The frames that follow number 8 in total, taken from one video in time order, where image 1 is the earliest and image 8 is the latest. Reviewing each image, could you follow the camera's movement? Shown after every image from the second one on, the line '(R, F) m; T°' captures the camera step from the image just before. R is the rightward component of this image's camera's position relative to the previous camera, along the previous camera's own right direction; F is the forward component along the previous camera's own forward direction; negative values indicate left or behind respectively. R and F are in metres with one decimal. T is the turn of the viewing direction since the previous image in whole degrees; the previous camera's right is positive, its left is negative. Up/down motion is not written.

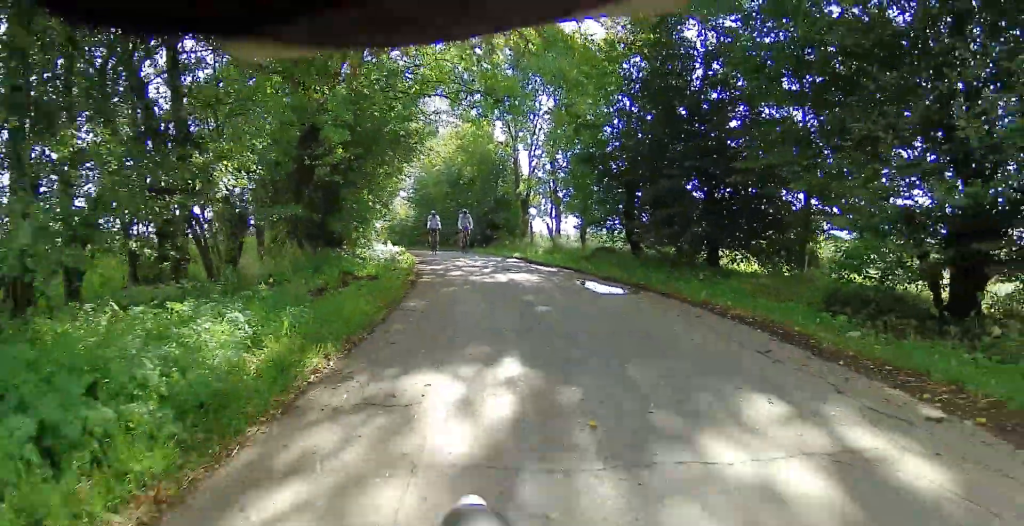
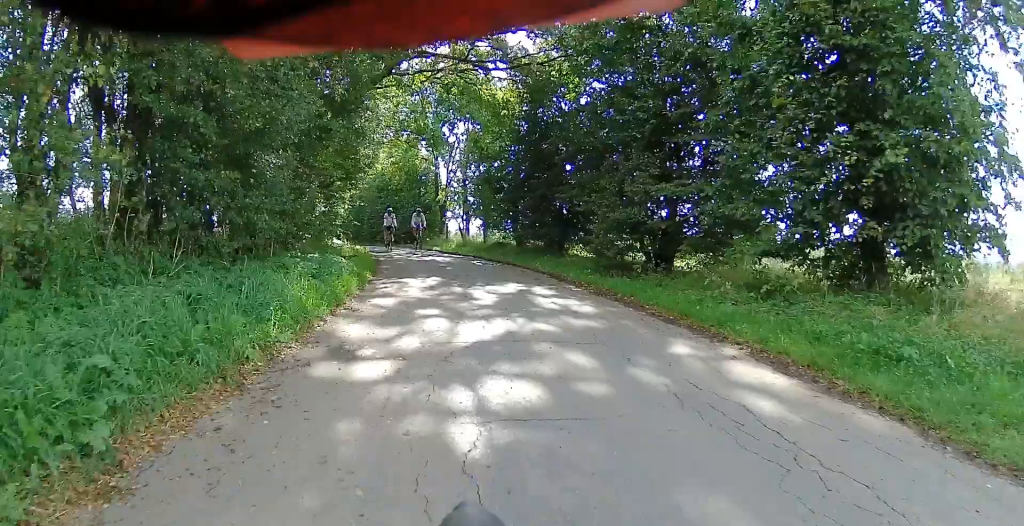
(+0.4, +5.9) m; +1°
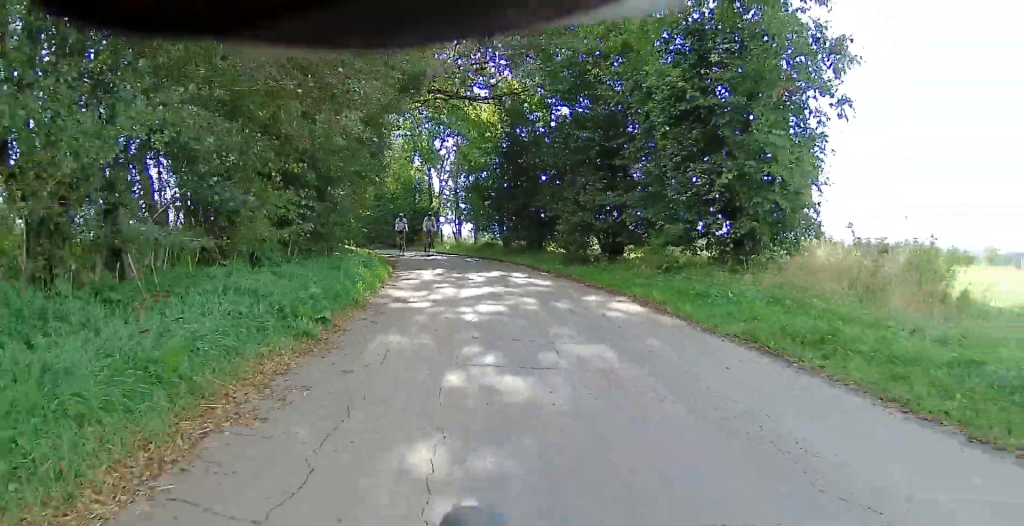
(-0.2, +3.4) m; 0°
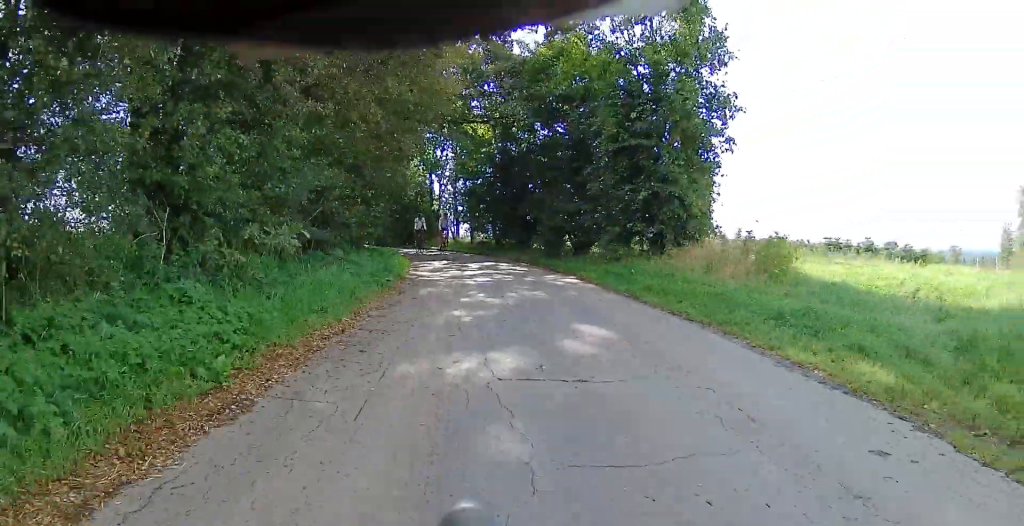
(-0.1, +4.2) m; +1°
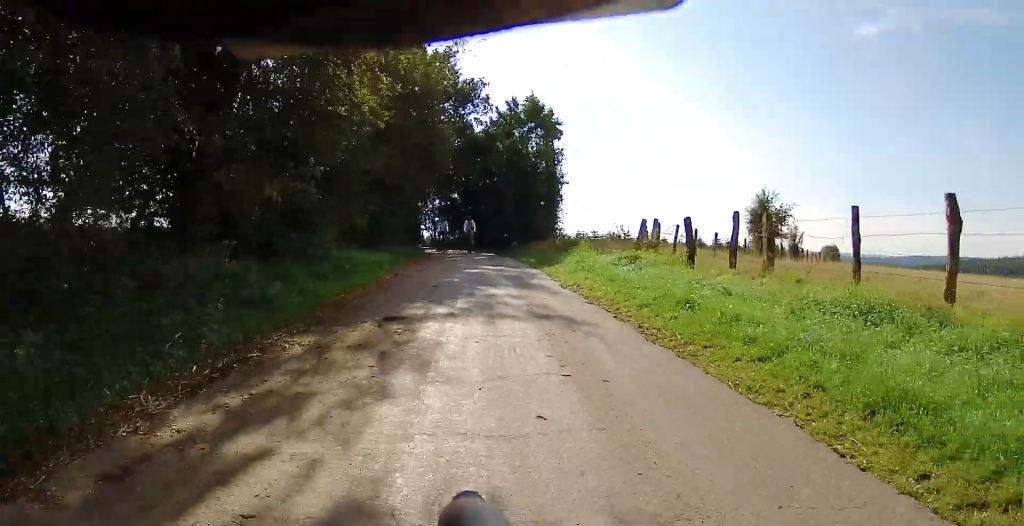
(+2.0, +17.3) m; +18°
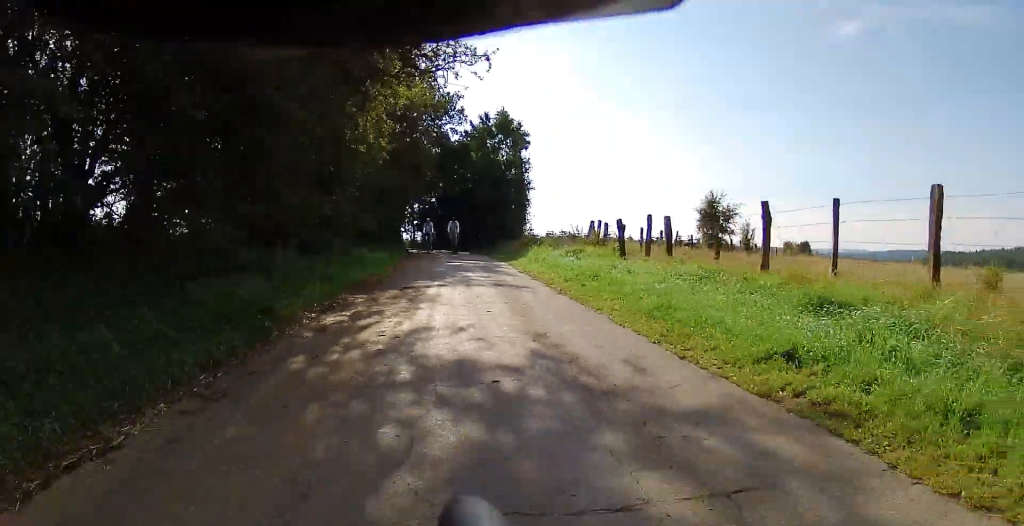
(+0.3, +3.8) m; -1°
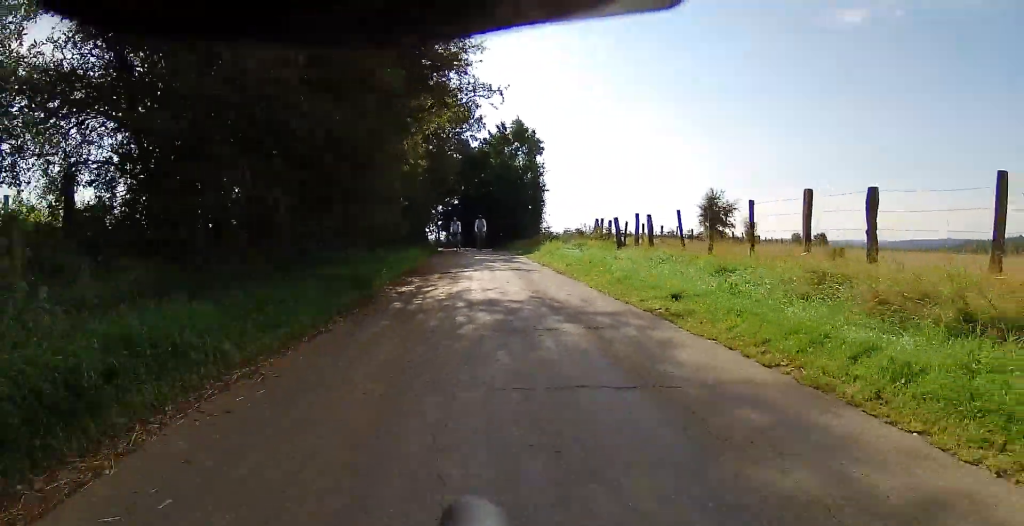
(+0.2, +3.3) m; -1°
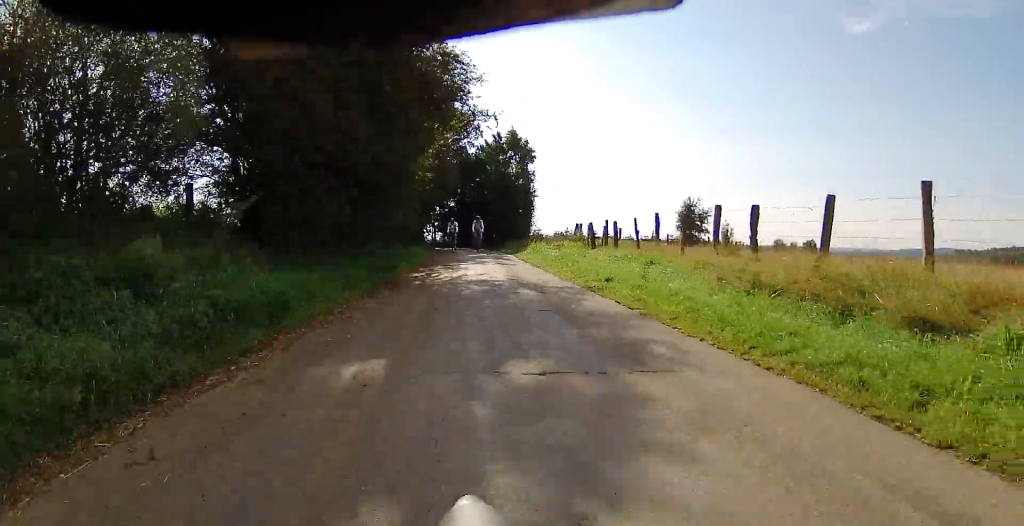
(-0.4, +3.3) m; -2°
